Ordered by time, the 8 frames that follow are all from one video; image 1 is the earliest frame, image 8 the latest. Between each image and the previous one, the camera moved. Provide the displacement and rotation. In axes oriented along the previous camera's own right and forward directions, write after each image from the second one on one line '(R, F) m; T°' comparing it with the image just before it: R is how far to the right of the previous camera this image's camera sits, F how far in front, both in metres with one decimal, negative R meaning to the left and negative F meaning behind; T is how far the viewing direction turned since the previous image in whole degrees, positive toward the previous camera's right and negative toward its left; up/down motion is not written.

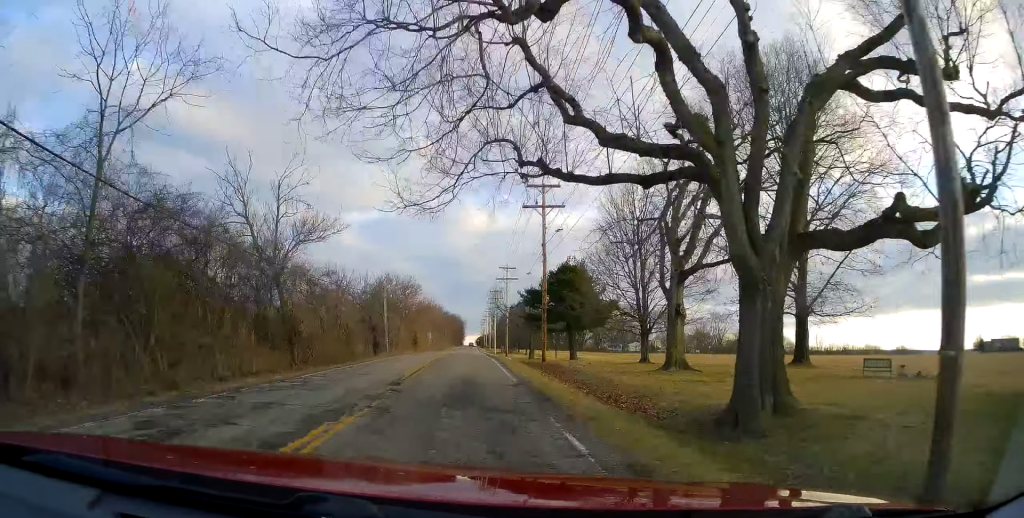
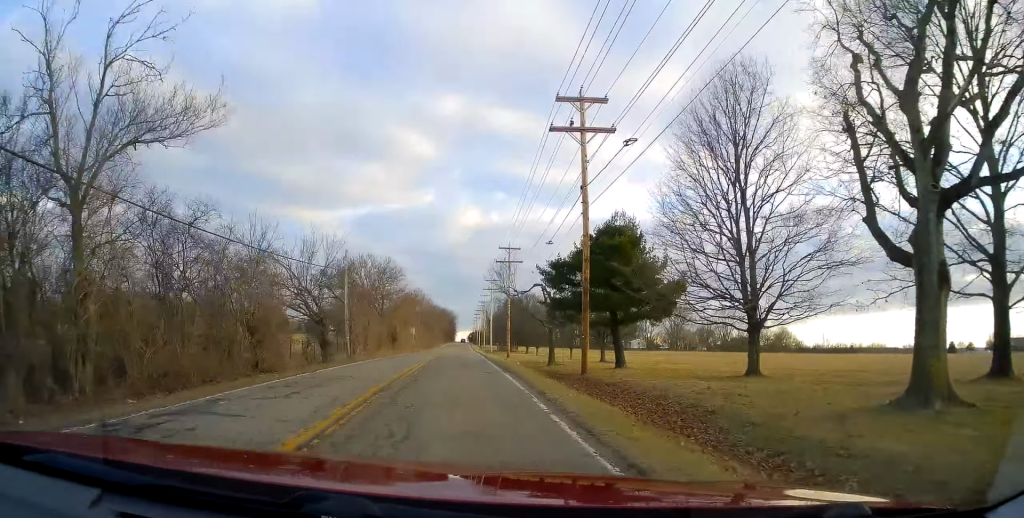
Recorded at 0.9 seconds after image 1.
(-0.3, +16.2) m; 0°
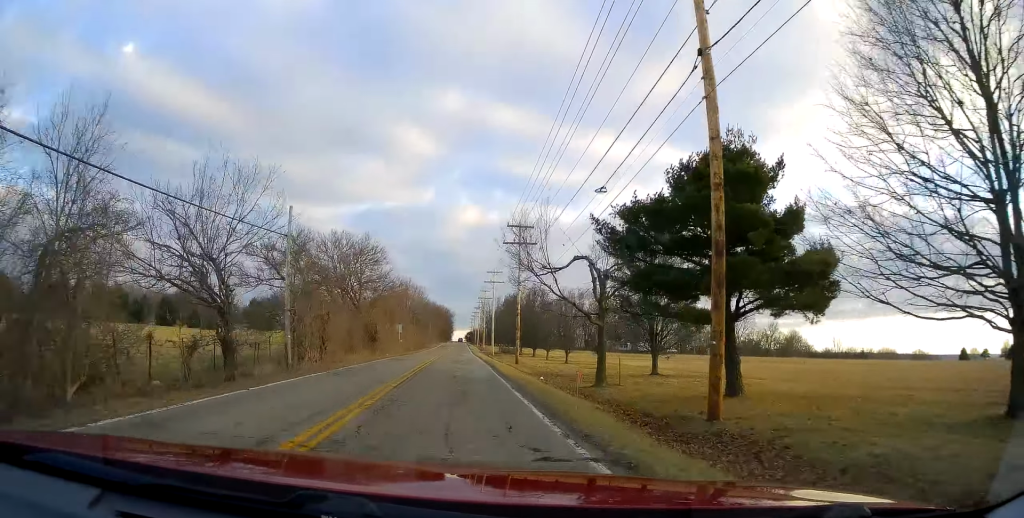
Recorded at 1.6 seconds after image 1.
(+0.2, +13.7) m; +1°
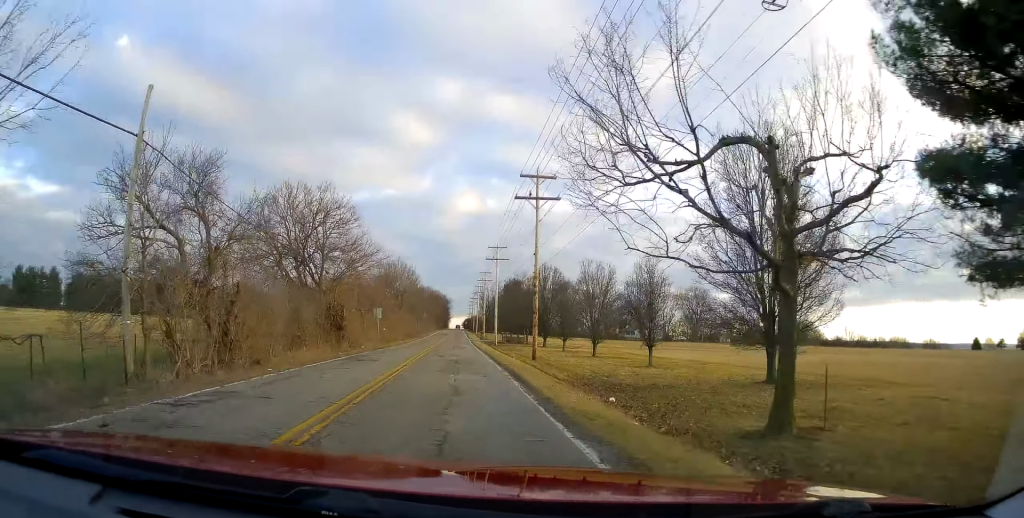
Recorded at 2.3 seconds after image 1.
(0.0, +13.9) m; 0°
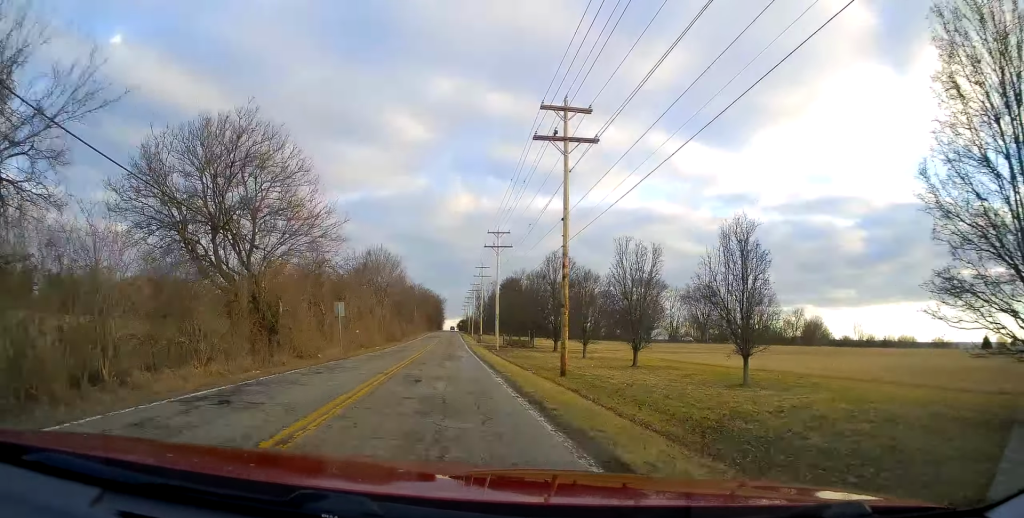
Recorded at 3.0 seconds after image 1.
(0.0, +12.7) m; 0°
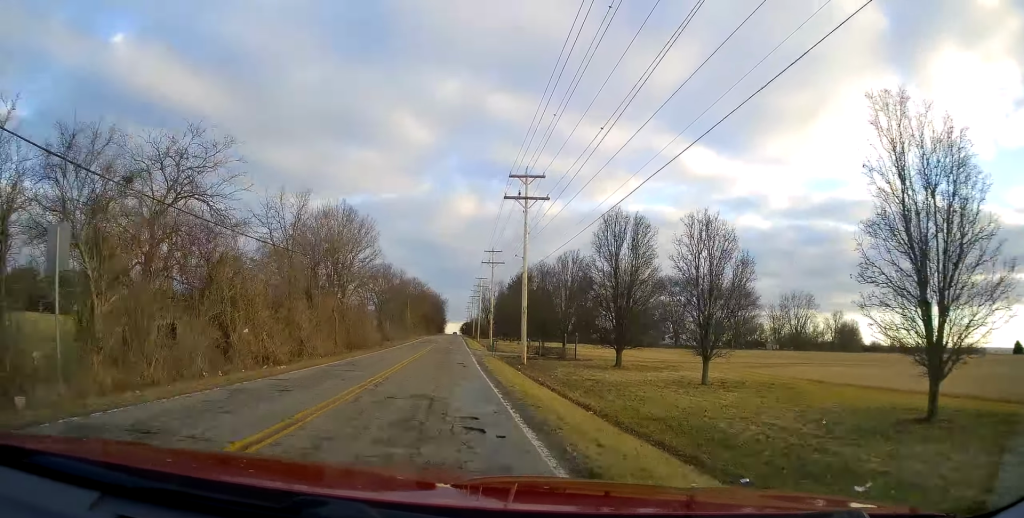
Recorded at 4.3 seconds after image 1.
(+0.3, +24.5) m; +2°
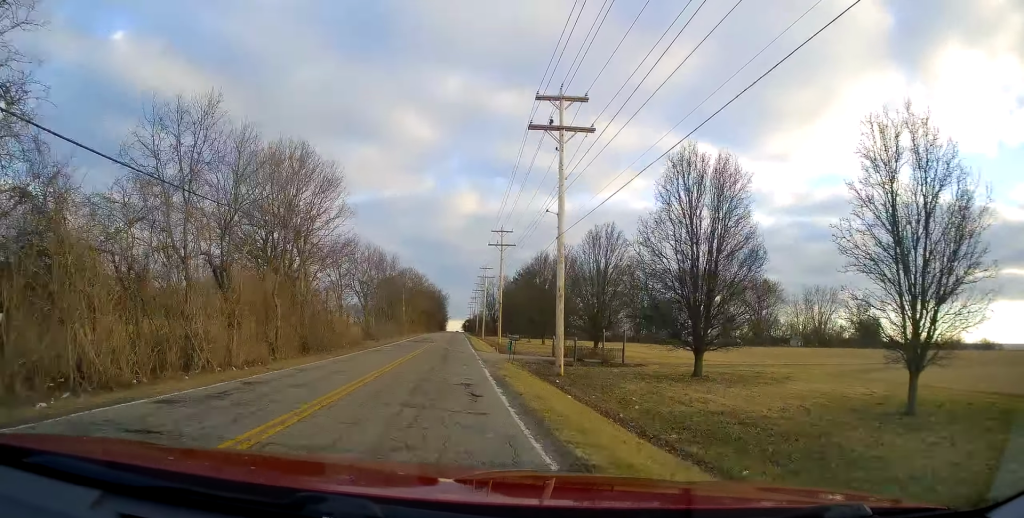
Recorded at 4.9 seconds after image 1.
(+0.1, +13.1) m; +1°
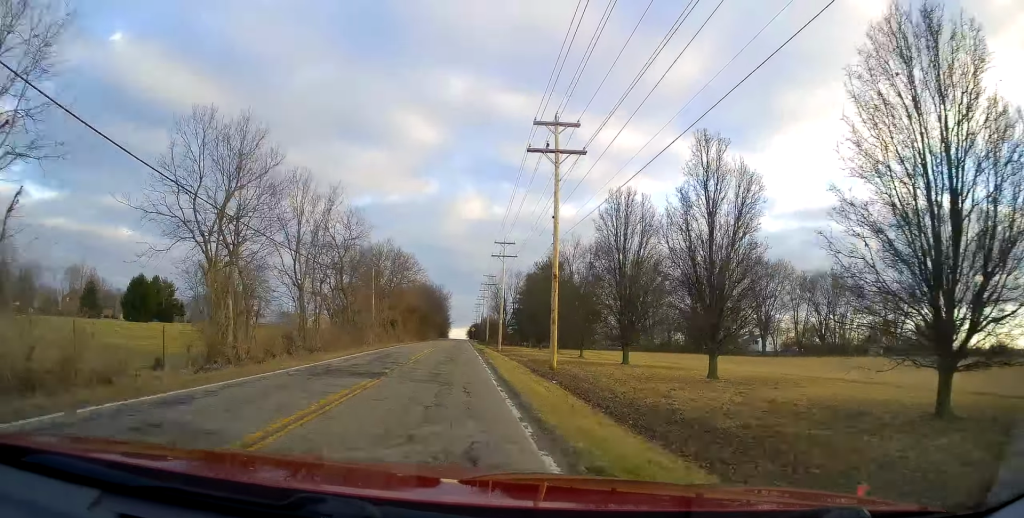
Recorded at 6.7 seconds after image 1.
(-0.5, +35.7) m; -1°
